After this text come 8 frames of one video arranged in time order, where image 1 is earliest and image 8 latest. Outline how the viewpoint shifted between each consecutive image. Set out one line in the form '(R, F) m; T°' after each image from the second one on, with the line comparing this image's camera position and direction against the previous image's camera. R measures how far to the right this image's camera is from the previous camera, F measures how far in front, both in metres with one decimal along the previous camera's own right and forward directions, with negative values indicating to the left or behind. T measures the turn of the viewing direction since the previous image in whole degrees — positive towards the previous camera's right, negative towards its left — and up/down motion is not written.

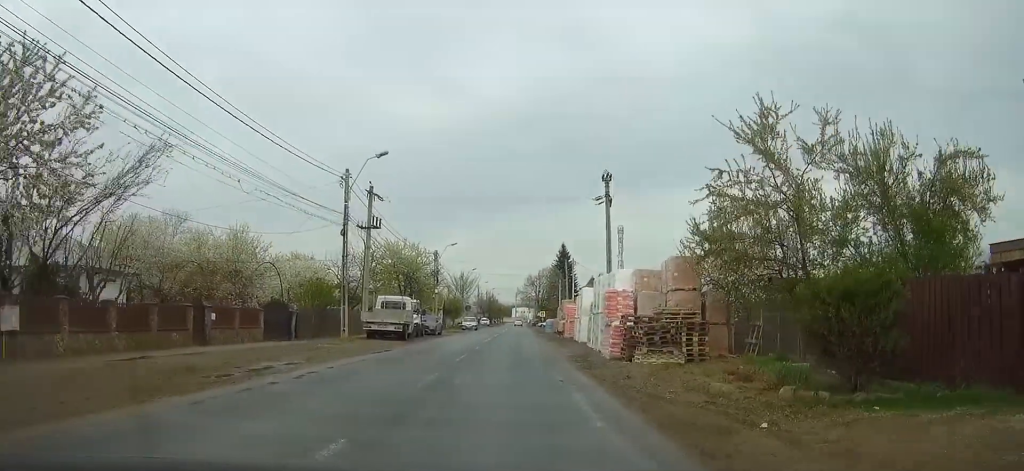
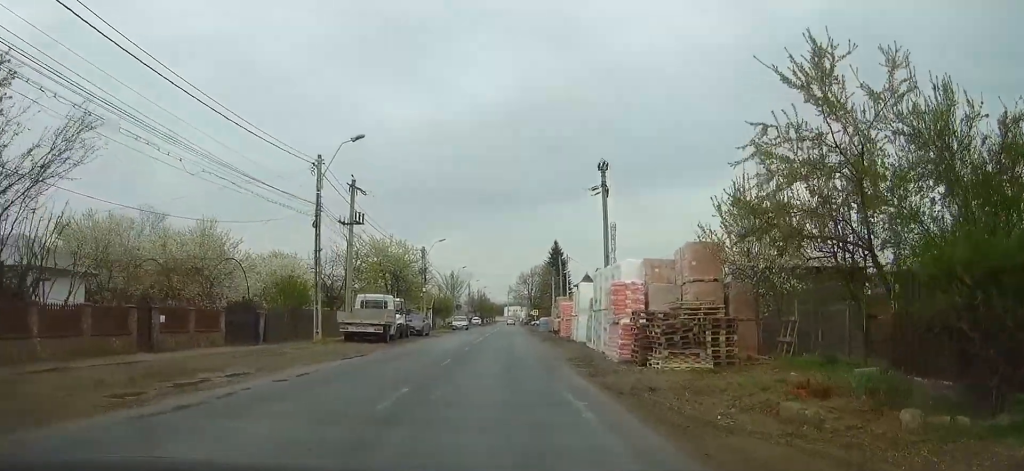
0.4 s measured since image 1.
(0.0, +3.6) m; 0°
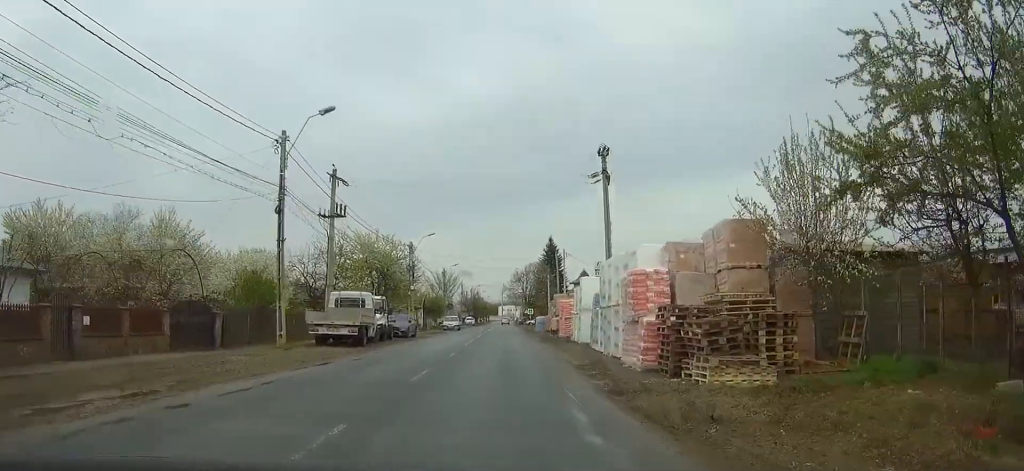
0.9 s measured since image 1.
(0.0, +4.4) m; 0°
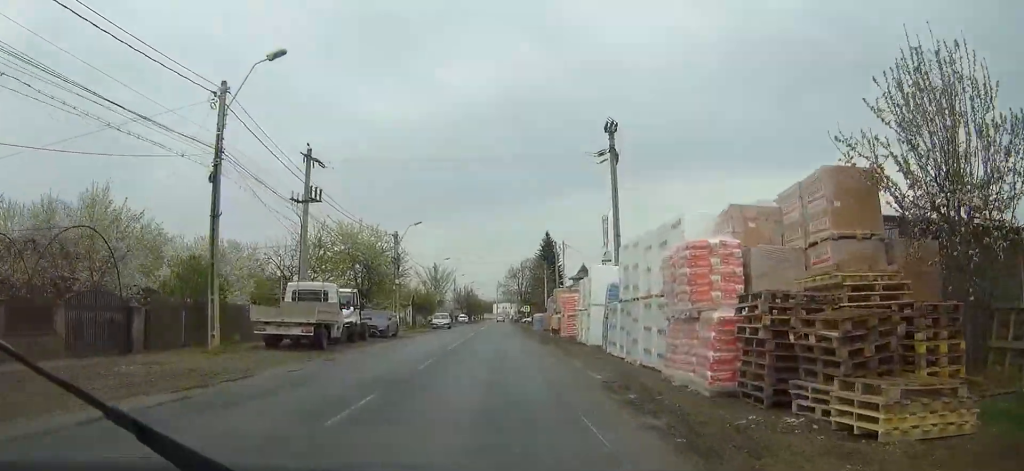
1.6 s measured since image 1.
(0.0, +6.0) m; 0°
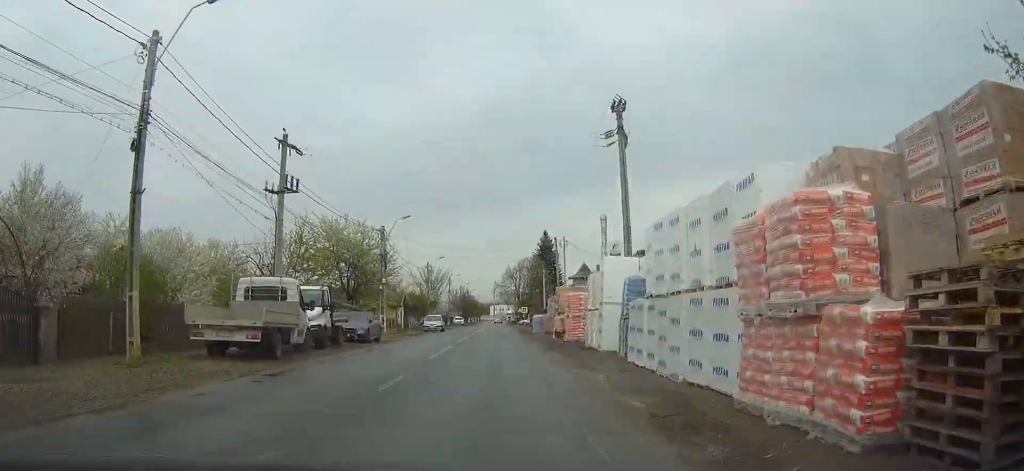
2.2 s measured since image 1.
(0.0, +4.7) m; 0°
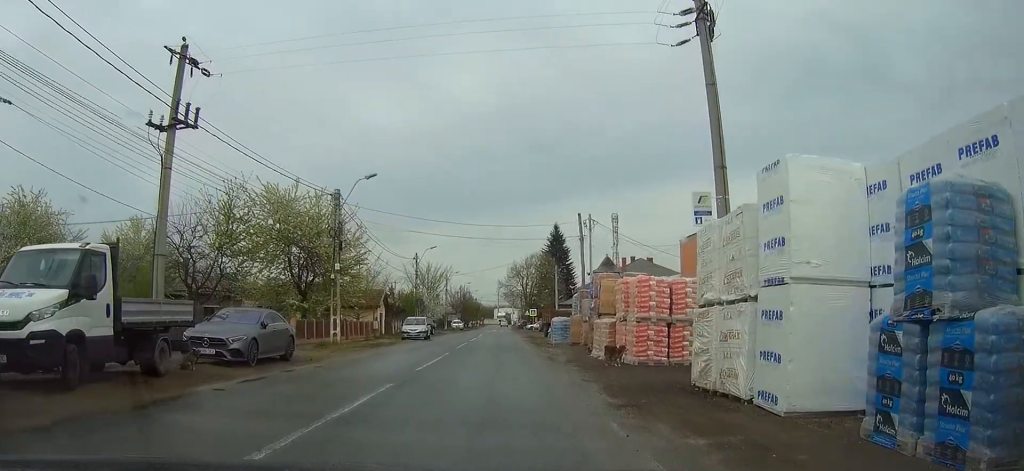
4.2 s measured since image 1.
(+0.1, +14.6) m; -1°
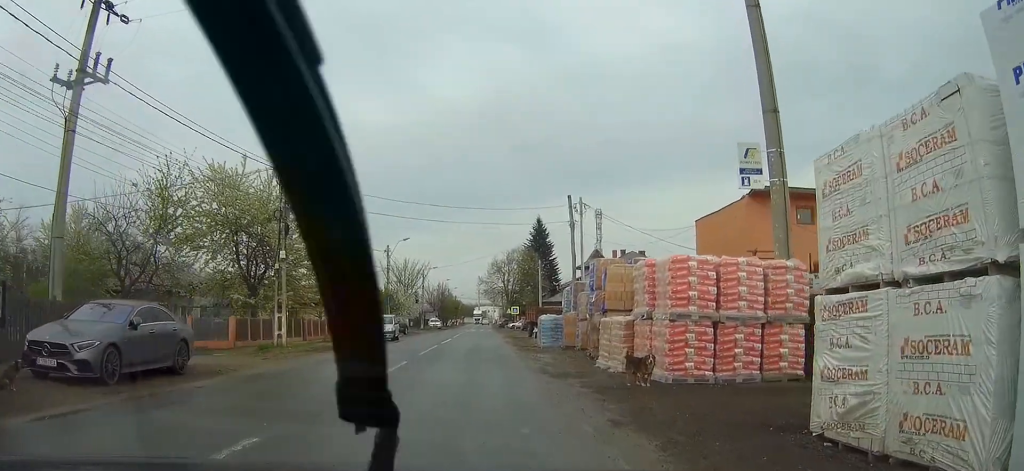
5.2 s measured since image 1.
(-0.2, +5.6) m; +2°
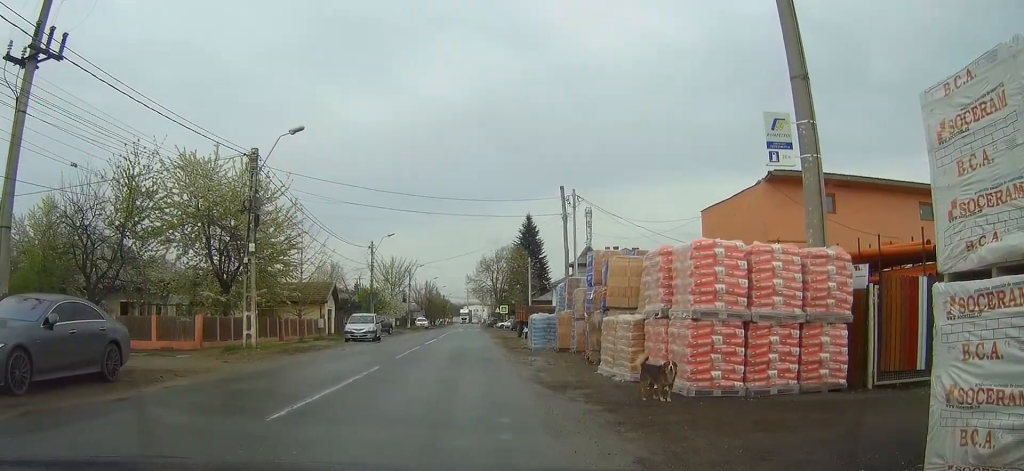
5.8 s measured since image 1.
(+0.2, +2.4) m; -7°
